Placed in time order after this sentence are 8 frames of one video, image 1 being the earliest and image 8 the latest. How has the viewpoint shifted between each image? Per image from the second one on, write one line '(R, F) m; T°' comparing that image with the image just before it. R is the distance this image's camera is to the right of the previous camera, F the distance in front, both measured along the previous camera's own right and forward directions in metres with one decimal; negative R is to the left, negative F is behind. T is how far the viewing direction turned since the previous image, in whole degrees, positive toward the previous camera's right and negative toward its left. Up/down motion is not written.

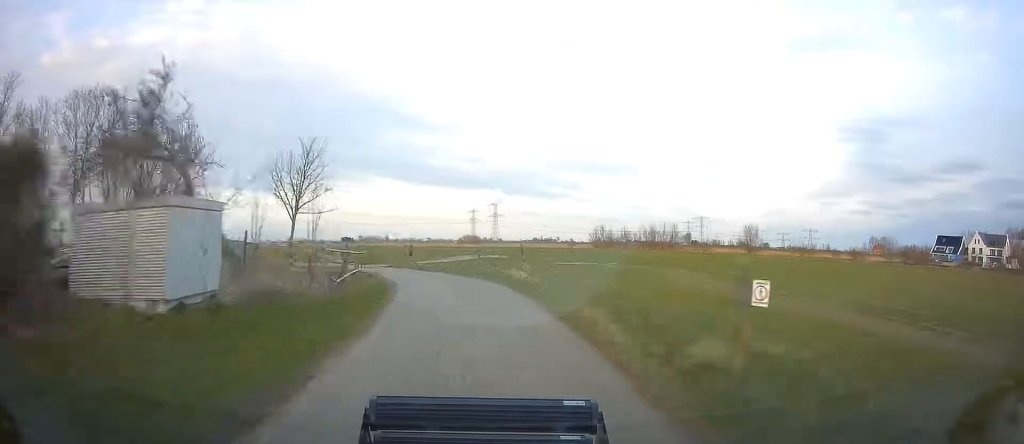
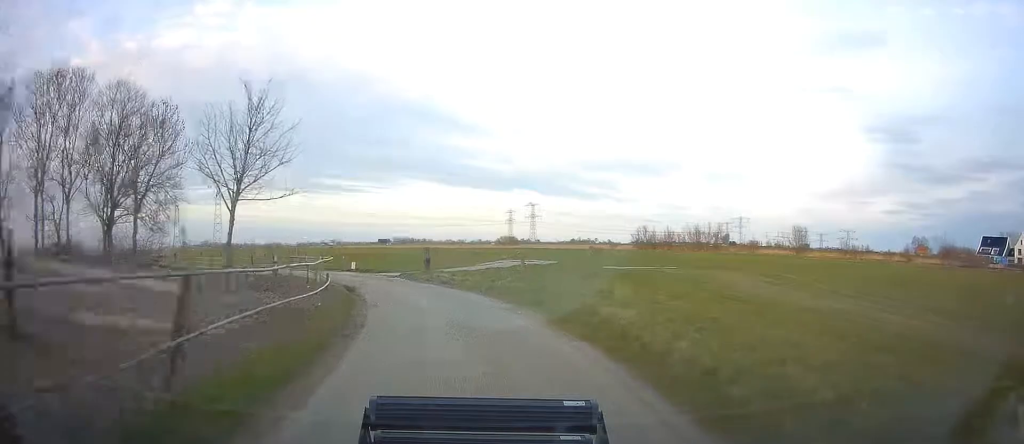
(-0.3, +9.4) m; -5°
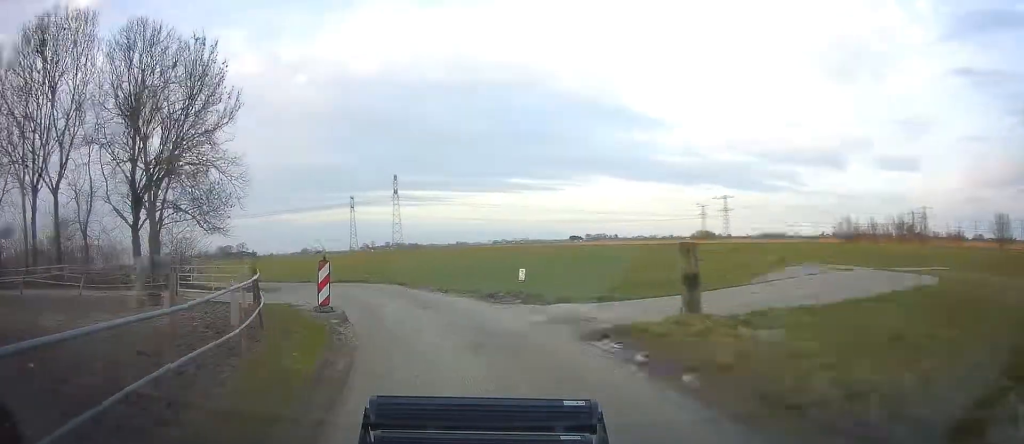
(-1.8, +17.6) m; -16°
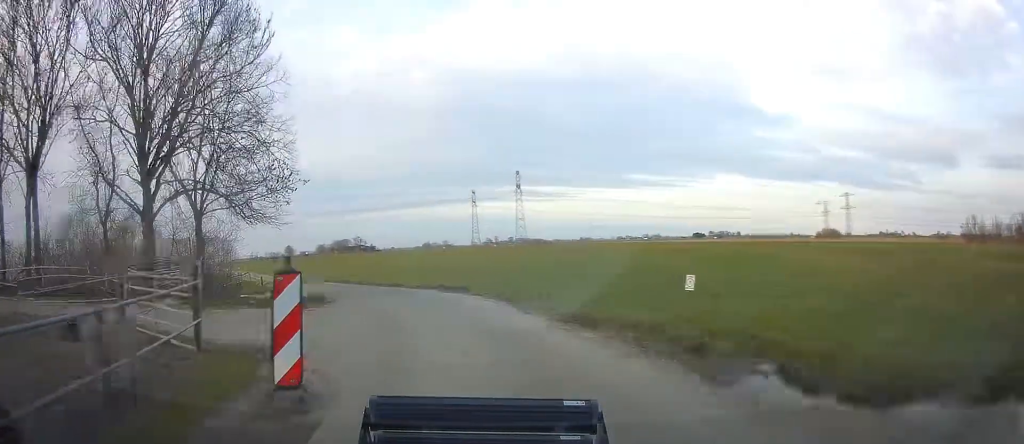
(-0.4, +9.2) m; -10°
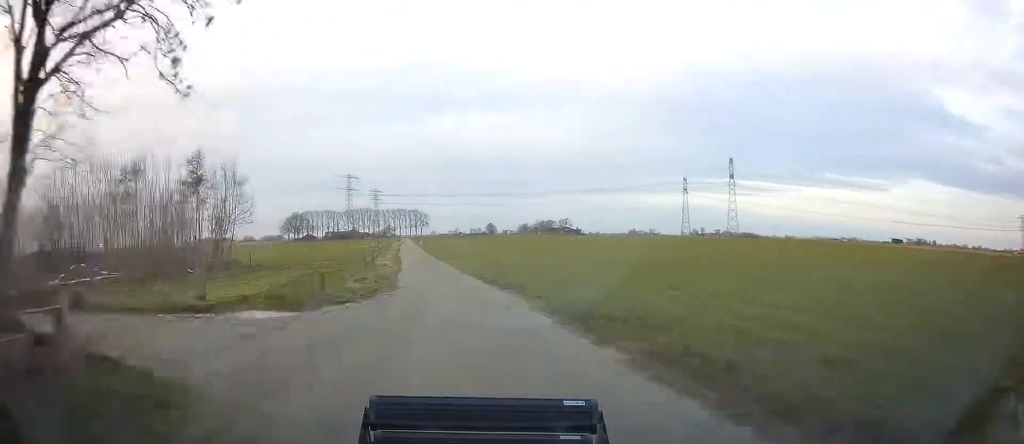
(-4.9, +22.4) m; -18°
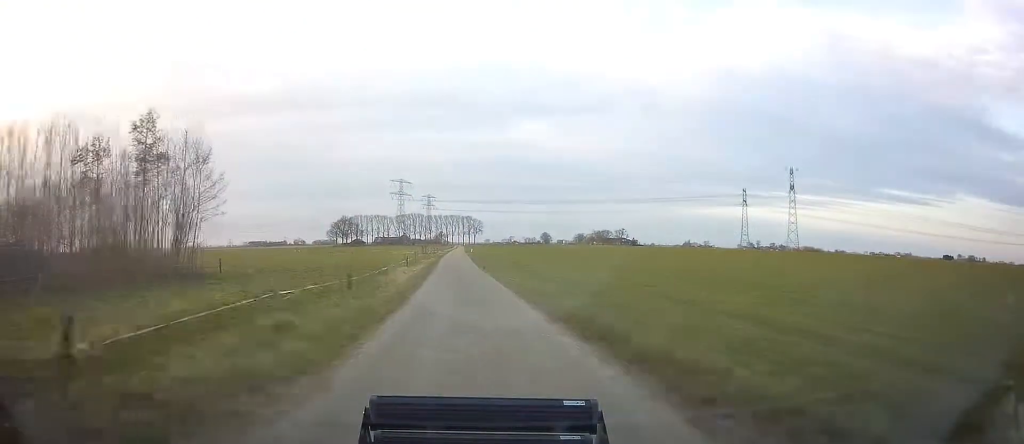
(-0.5, +11.3) m; -5°
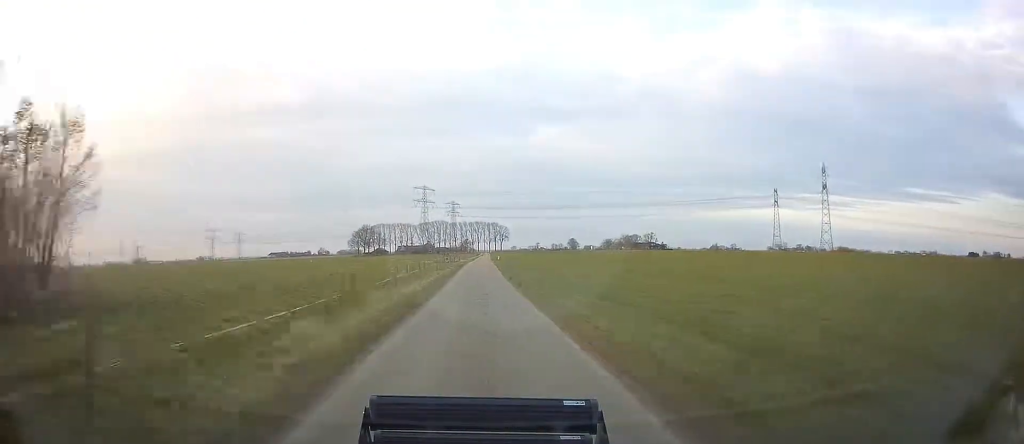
(-0.6, +13.6) m; -2°
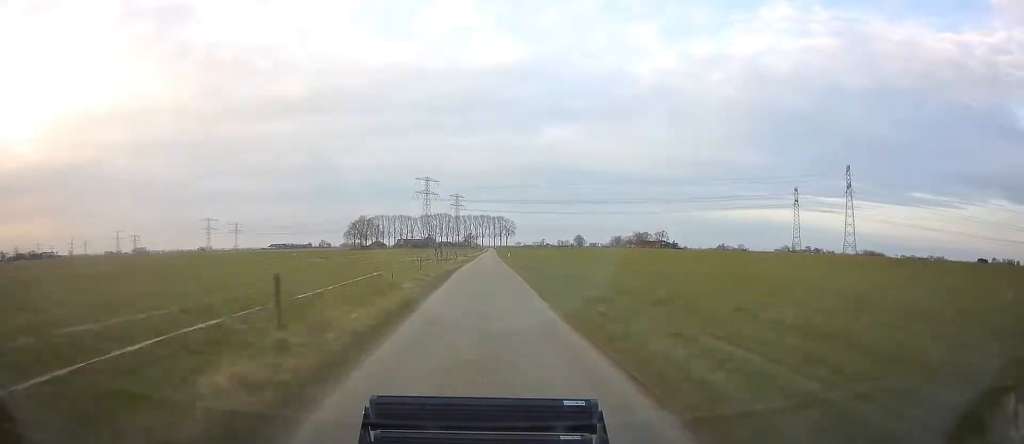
(-0.7, +24.7) m; -2°
